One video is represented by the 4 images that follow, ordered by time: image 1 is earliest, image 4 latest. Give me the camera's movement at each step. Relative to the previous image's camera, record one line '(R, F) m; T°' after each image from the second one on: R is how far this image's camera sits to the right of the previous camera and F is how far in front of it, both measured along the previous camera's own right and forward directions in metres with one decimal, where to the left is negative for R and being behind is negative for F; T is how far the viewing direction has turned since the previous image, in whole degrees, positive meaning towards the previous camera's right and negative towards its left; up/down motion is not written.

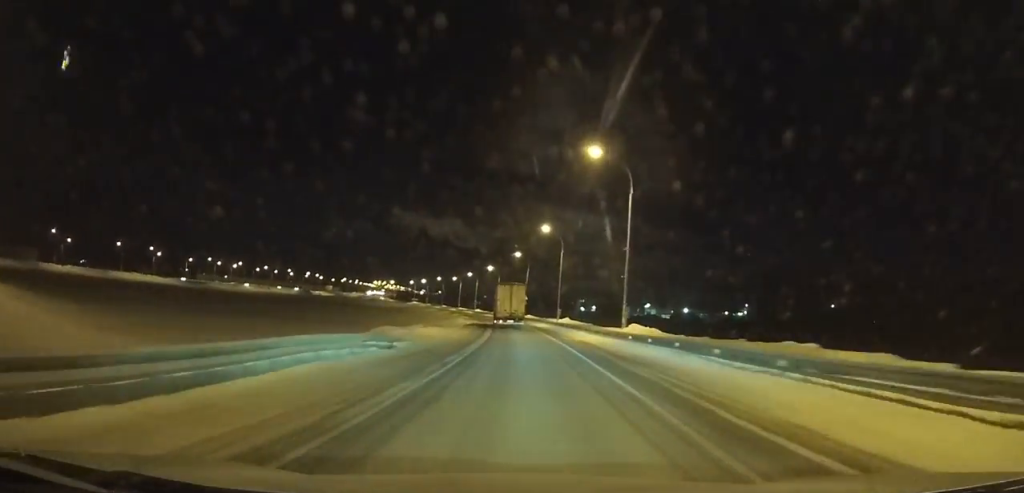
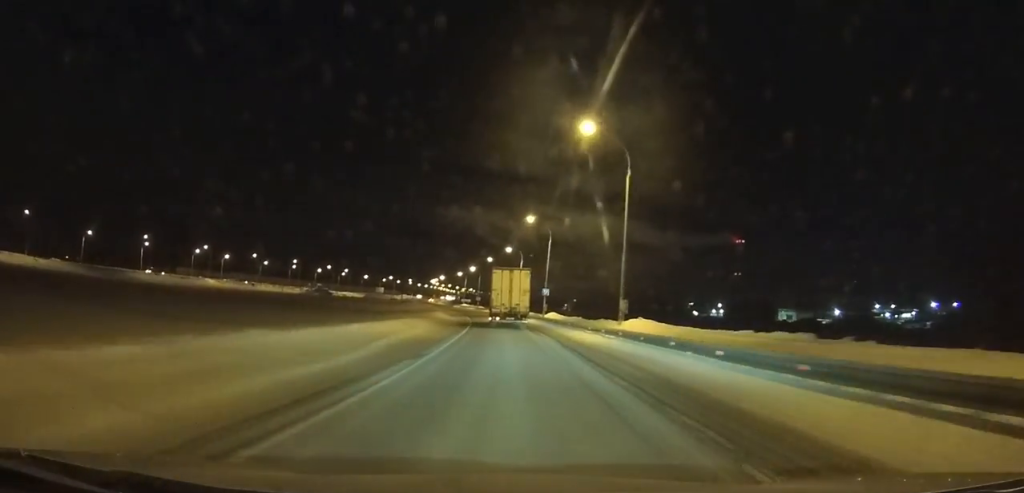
(-8.5, +104.2) m; -9°
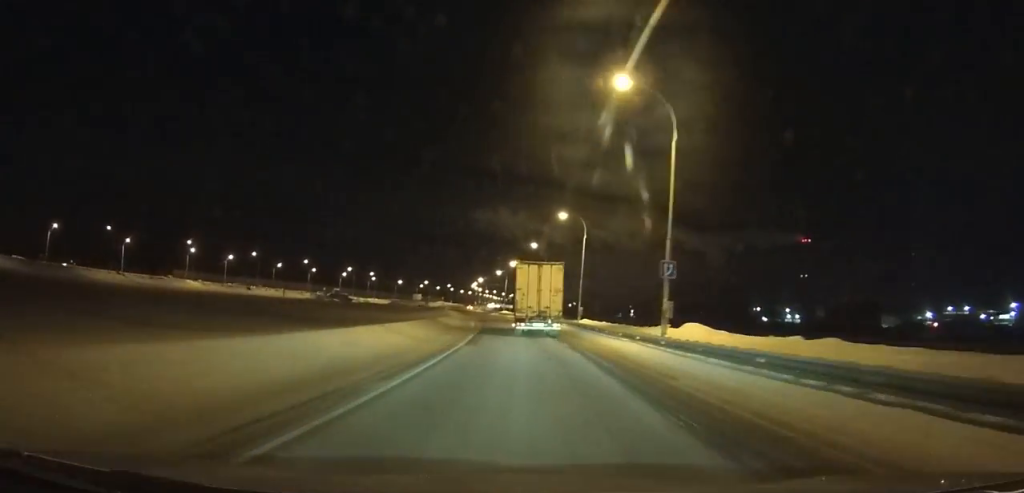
(-0.2, +39.1) m; -3°
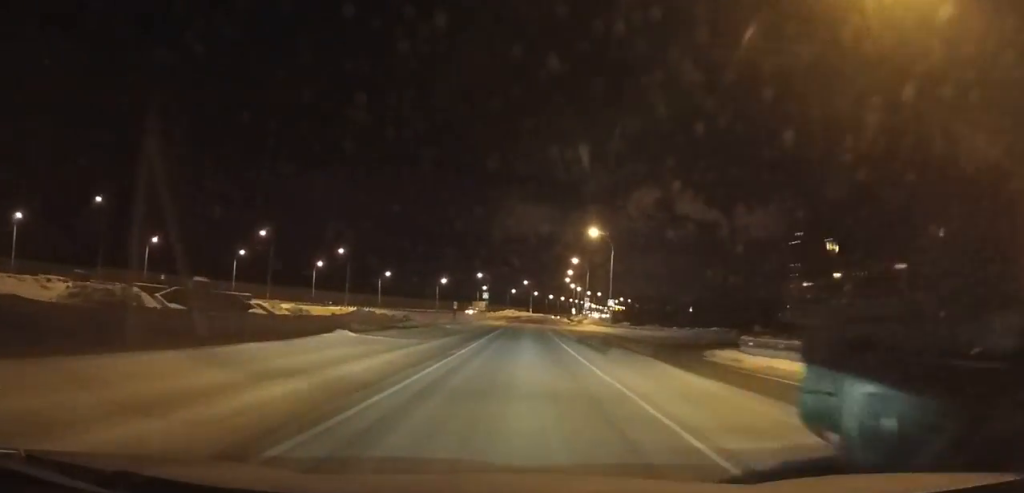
(-18.3, +151.5) m; -10°
